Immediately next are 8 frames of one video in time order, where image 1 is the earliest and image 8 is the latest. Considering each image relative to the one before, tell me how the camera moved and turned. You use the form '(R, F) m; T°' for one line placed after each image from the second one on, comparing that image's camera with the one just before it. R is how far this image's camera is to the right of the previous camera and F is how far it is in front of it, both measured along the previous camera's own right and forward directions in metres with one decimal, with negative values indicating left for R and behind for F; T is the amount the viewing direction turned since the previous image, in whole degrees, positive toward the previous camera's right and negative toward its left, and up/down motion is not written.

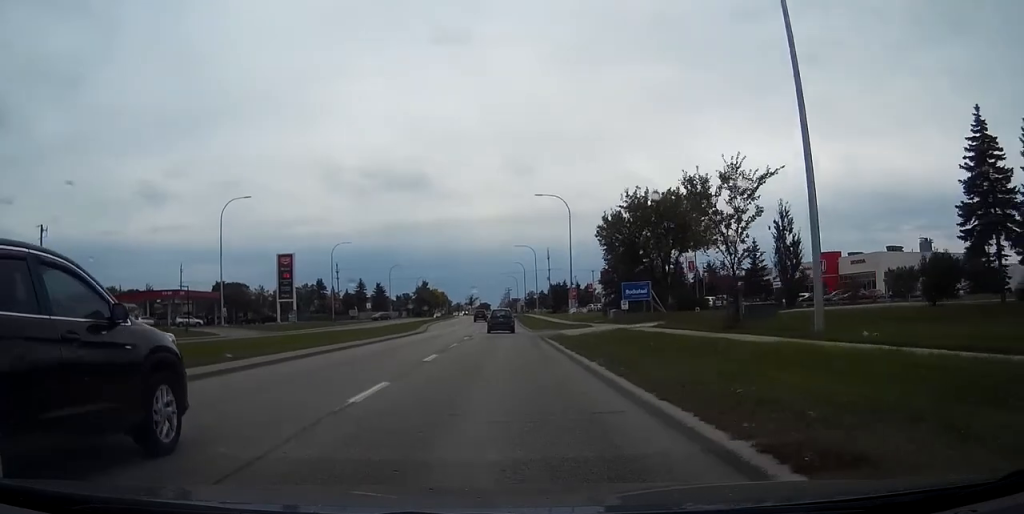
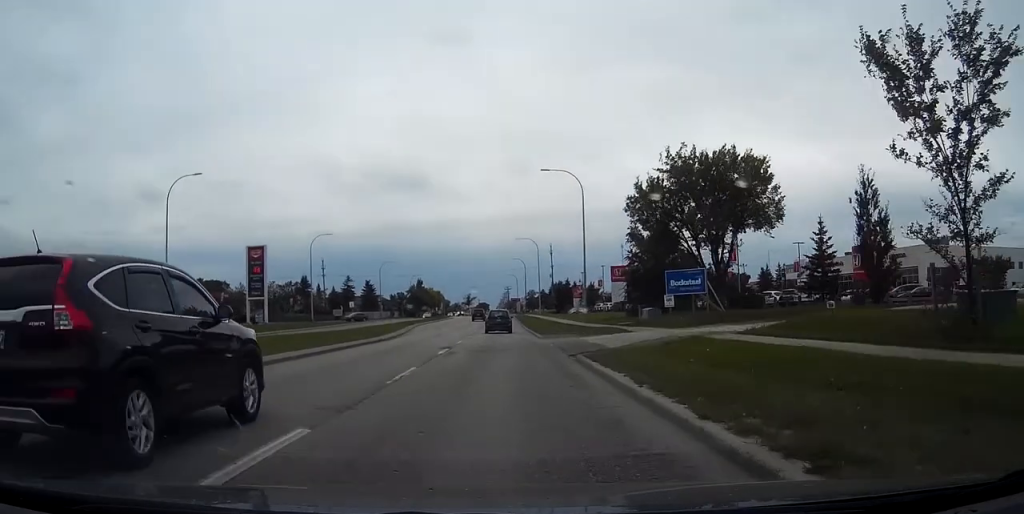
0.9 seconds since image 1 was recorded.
(-0.1, +14.8) m; 0°
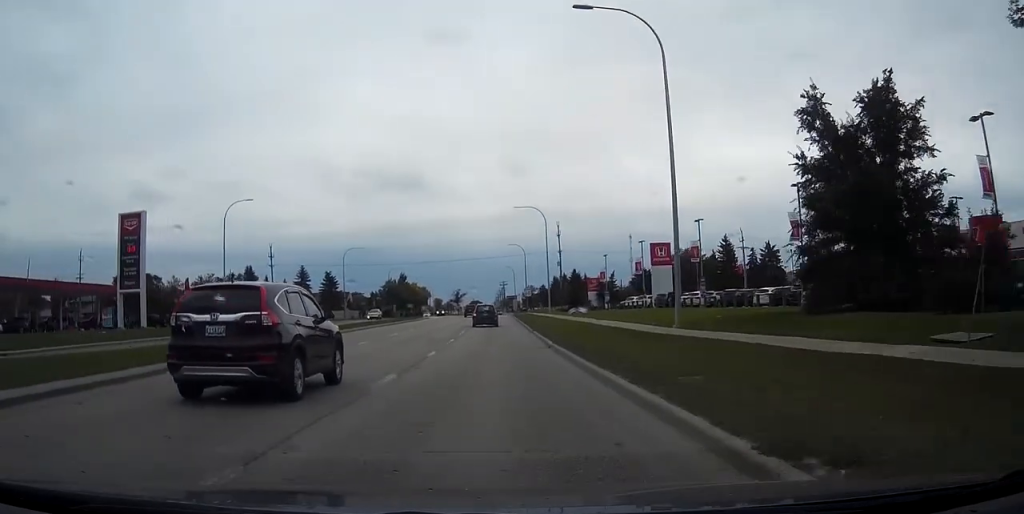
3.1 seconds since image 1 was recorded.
(+0.3, +38.1) m; 0°
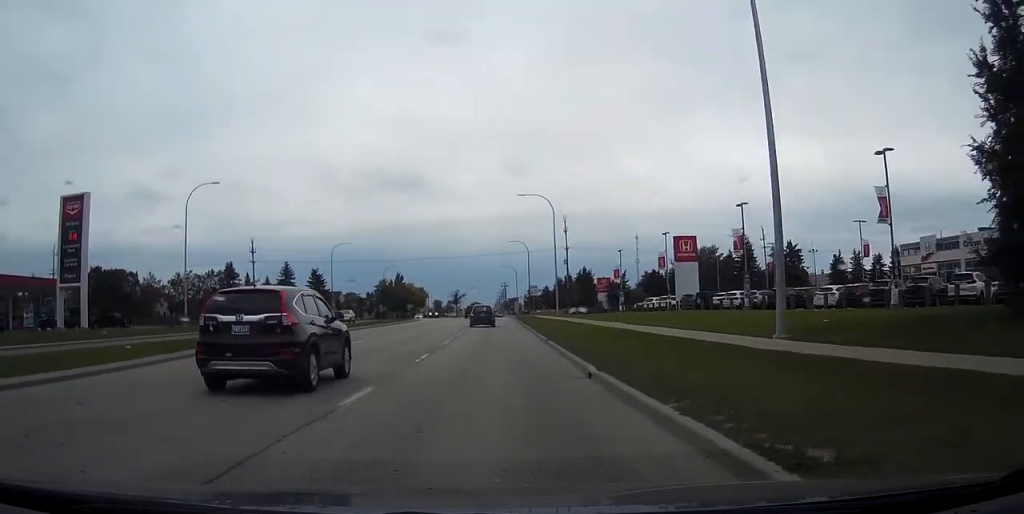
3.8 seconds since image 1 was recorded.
(-0.1, +11.7) m; 0°
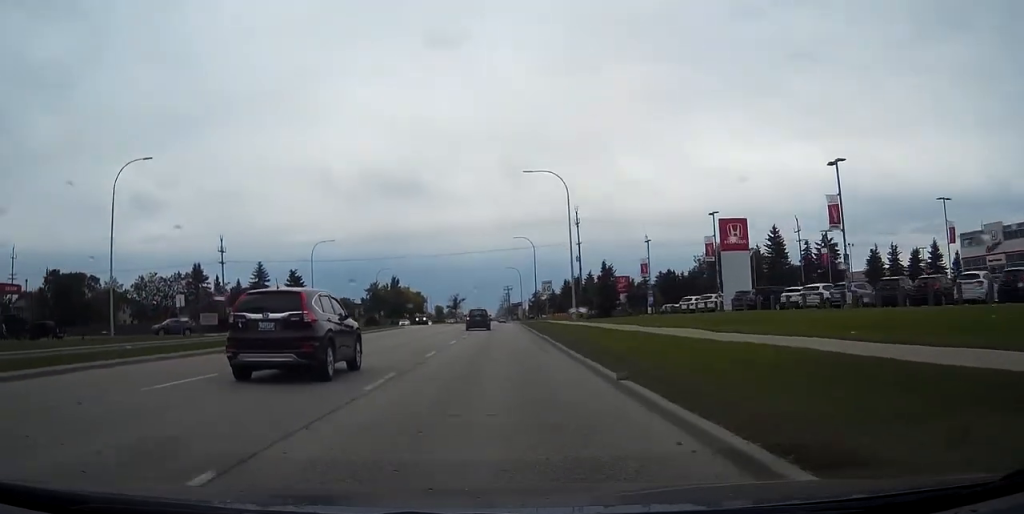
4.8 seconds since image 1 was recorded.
(-0.1, +16.2) m; 0°
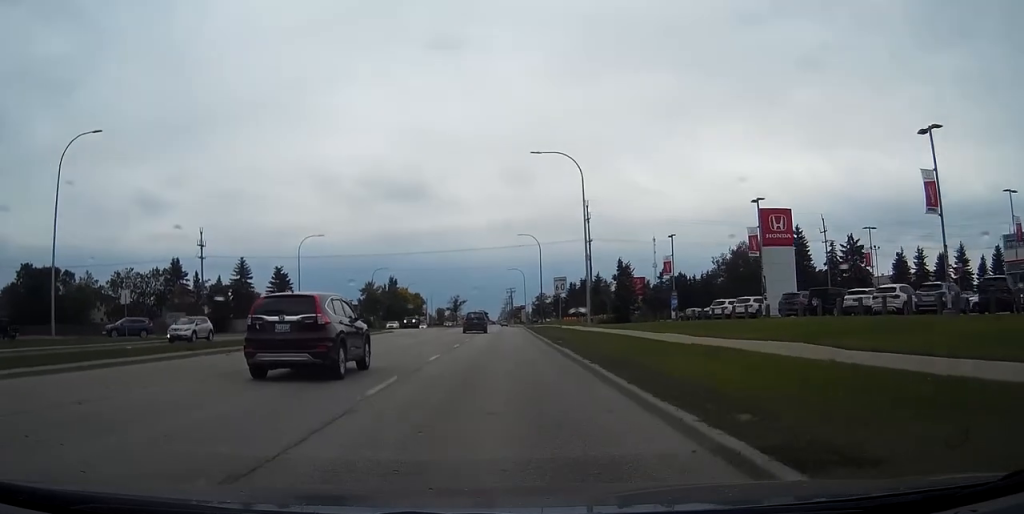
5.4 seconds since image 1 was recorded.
(0.0, +9.6) m; -1°
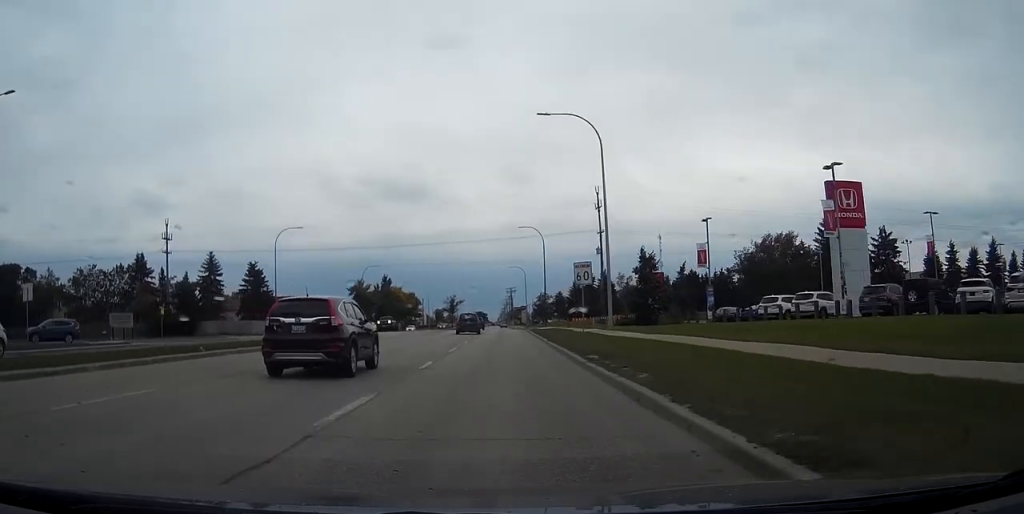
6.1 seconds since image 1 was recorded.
(-0.1, +11.9) m; -1°
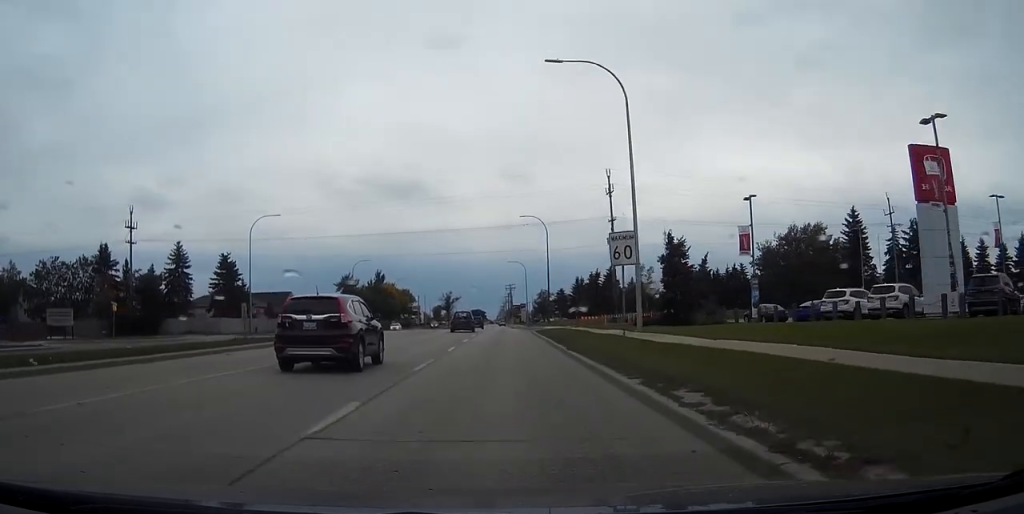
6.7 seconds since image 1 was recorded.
(-0.1, +10.2) m; 0°
